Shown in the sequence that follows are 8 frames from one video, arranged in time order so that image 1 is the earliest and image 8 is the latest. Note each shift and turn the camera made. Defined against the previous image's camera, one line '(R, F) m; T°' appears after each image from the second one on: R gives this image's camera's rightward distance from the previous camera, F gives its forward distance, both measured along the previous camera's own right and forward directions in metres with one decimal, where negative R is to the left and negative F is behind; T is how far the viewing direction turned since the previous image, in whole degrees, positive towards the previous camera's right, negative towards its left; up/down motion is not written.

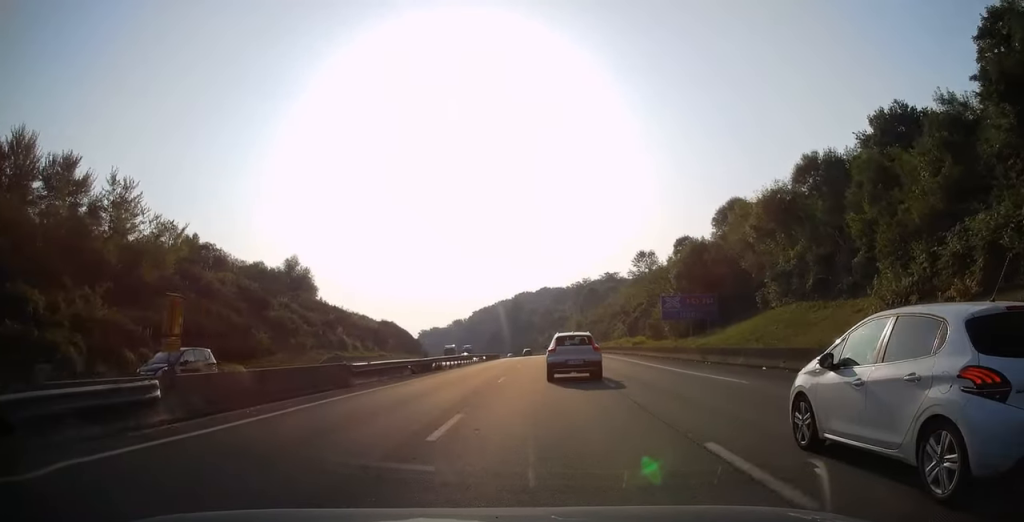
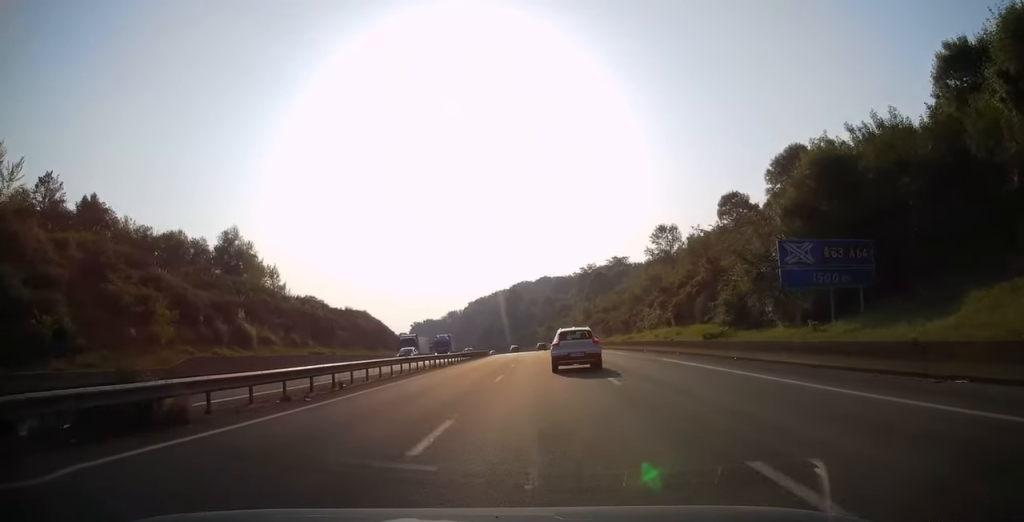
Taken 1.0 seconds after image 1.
(+0.3, +27.3) m; 0°
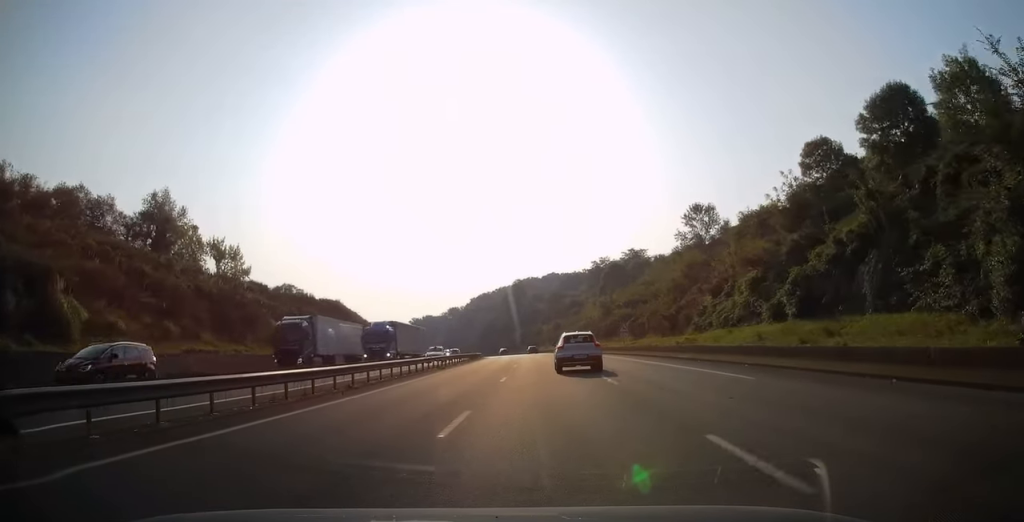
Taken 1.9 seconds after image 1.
(-0.3, +24.1) m; -1°
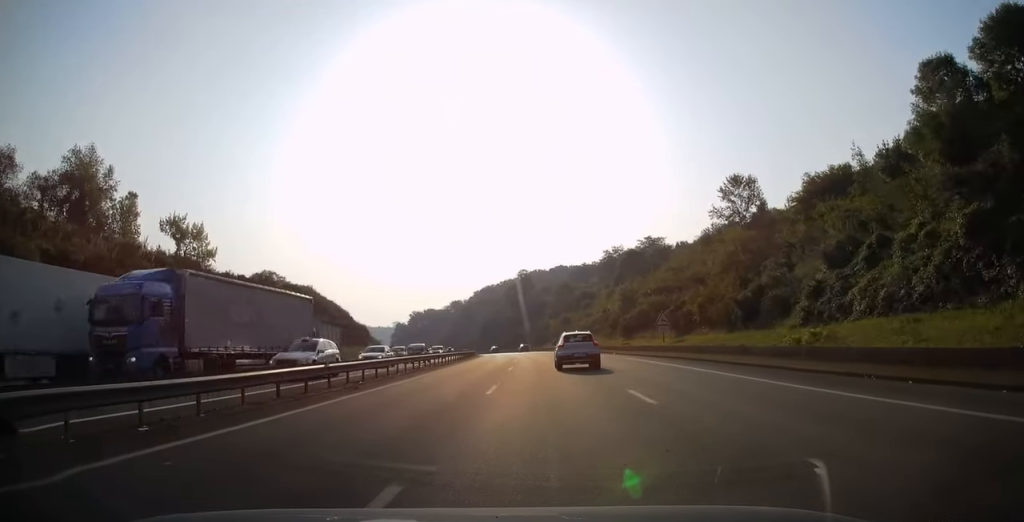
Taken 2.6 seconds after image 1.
(0.0, +18.6) m; 0°
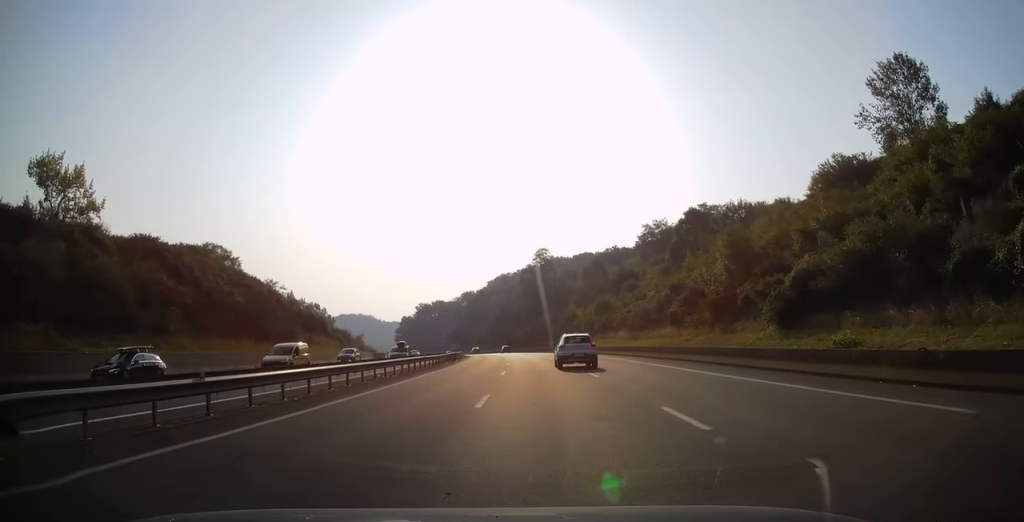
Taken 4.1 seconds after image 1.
(+0.1, +41.6) m; -2°
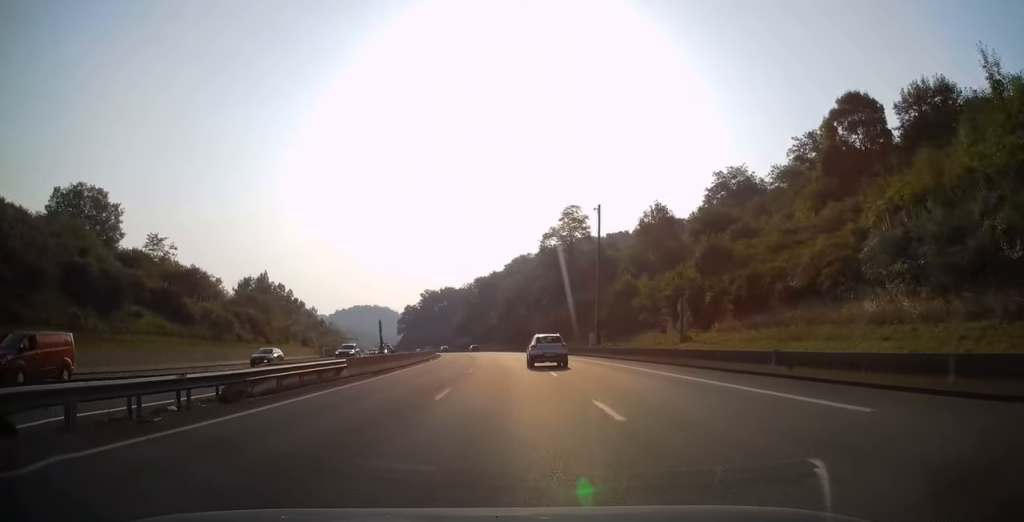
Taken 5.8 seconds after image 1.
(-1.5, +49.8) m; -3°
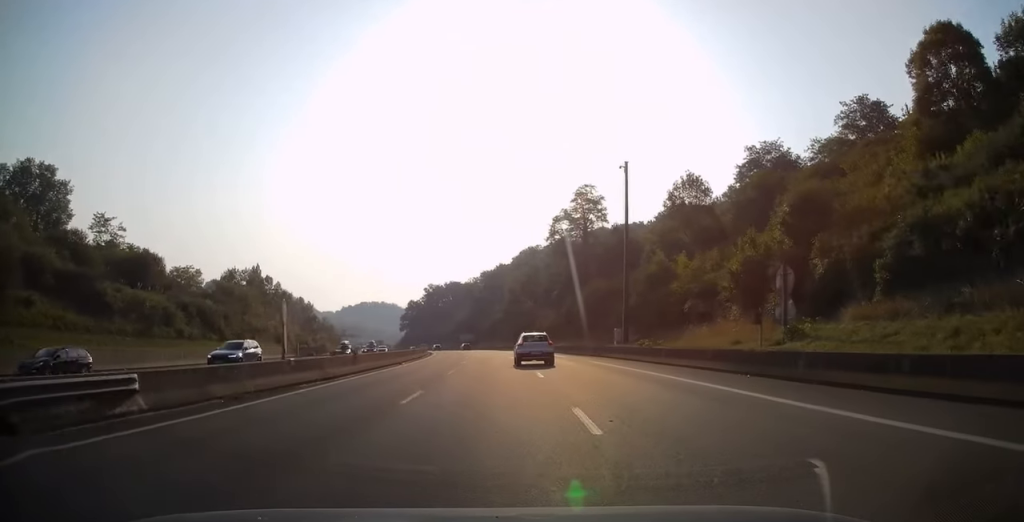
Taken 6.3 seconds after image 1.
(-0.1, +14.2) m; -1°
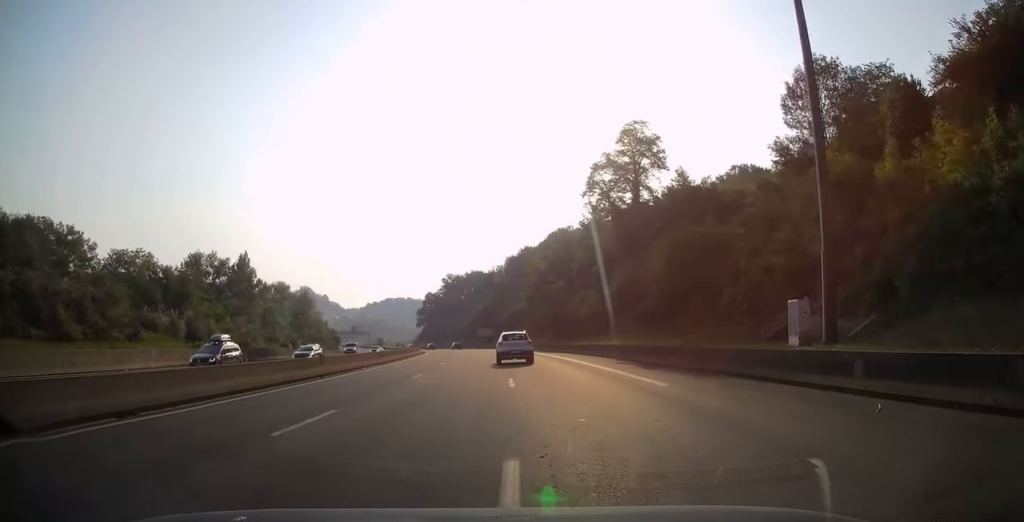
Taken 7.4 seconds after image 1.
(-0.9, +30.4) m; -3°
